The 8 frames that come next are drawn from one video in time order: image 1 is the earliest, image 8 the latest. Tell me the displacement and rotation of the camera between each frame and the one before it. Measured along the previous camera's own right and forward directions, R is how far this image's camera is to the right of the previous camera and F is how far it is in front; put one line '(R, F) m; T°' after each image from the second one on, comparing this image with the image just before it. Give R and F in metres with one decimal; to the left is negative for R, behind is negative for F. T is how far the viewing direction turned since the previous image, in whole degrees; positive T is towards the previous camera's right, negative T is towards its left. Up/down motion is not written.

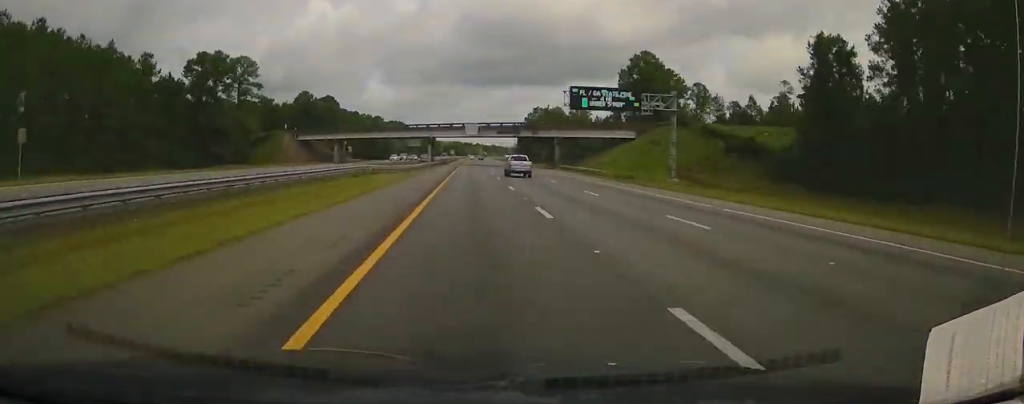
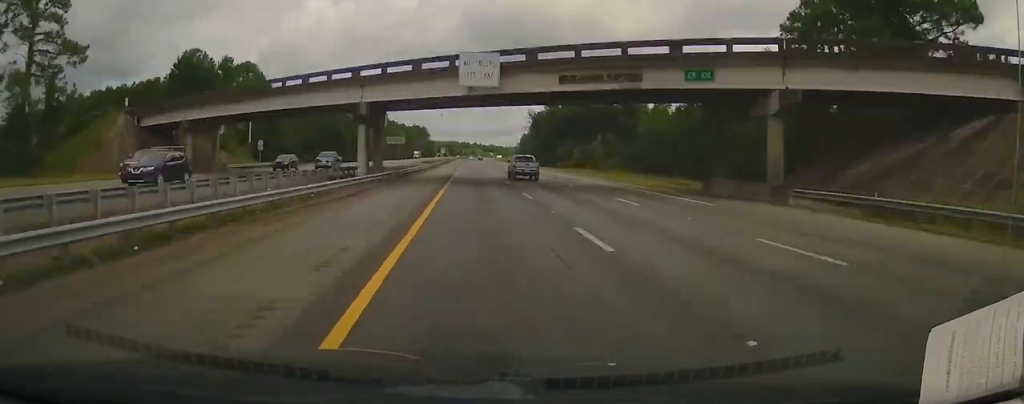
(-0.2, +65.8) m; 0°
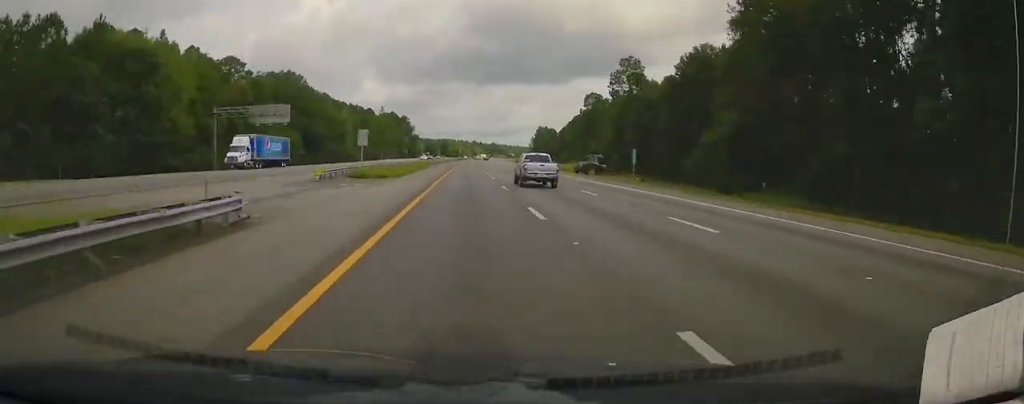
(+0.3, +141.2) m; +1°
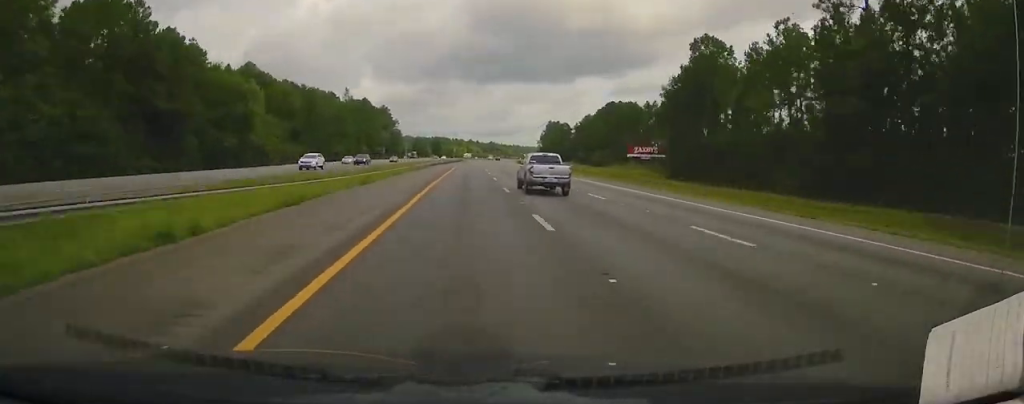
(+0.7, +75.0) m; +1°
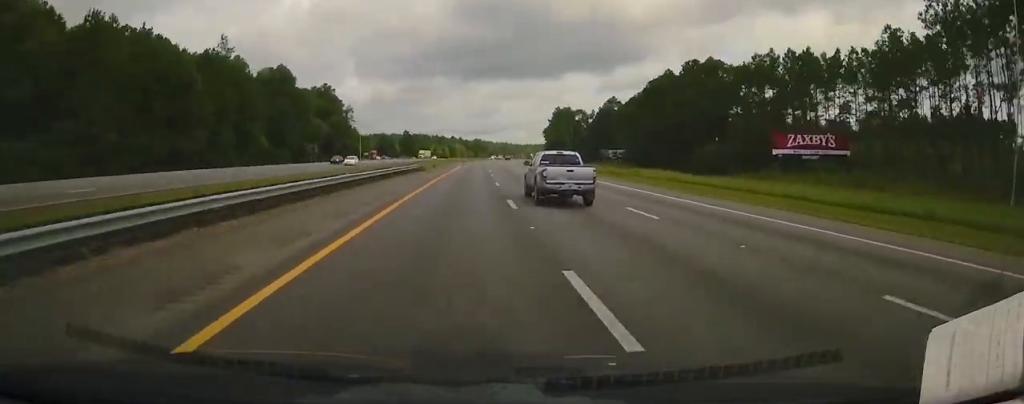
(+0.8, +93.3) m; +2°
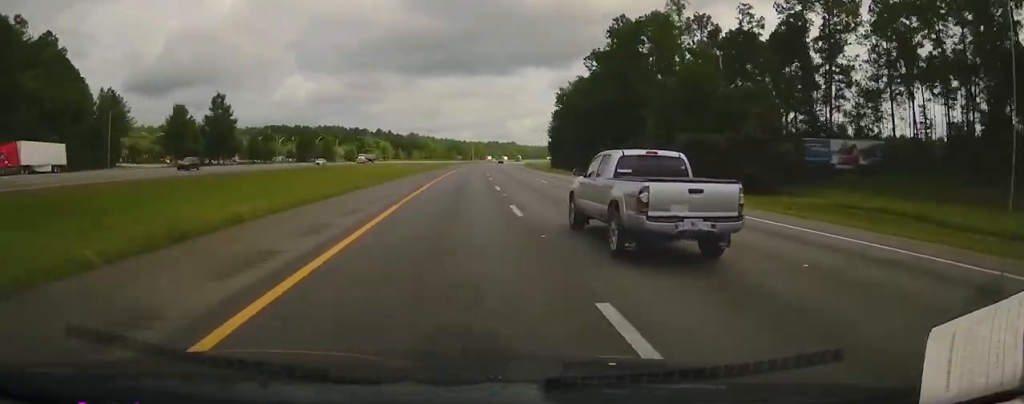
(+8.7, +185.8) m; +5°
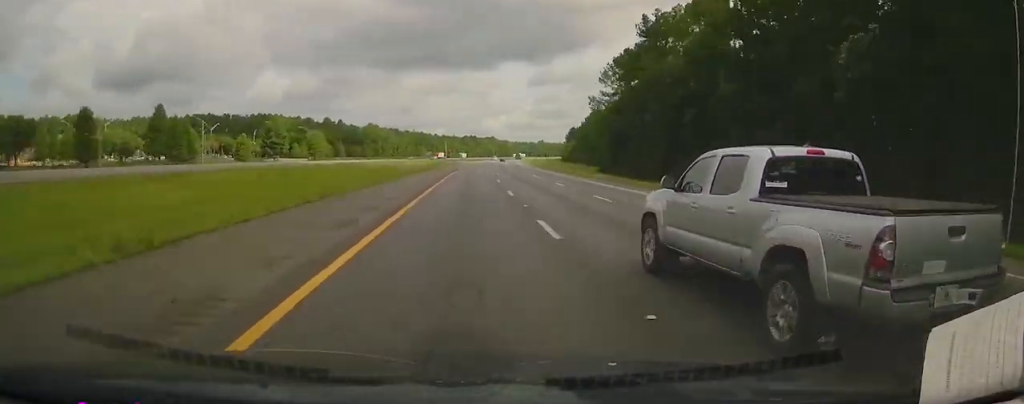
(+0.5, +102.6) m; +3°
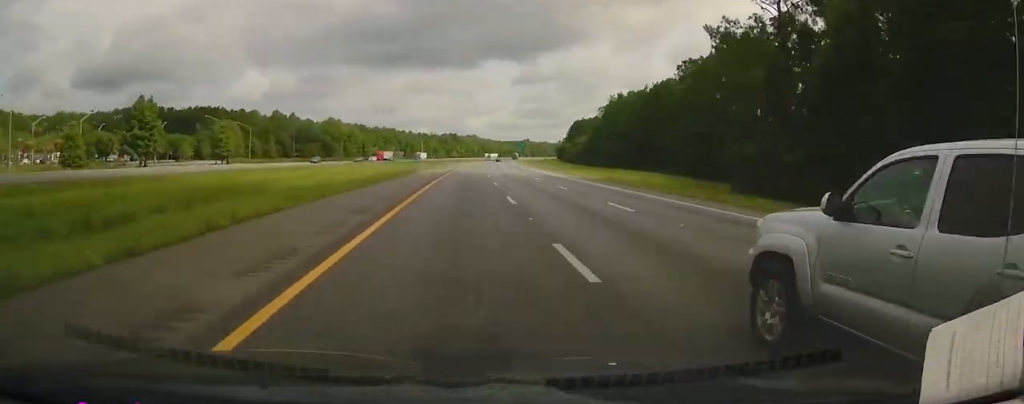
(+3.1, +65.5) m; +2°
